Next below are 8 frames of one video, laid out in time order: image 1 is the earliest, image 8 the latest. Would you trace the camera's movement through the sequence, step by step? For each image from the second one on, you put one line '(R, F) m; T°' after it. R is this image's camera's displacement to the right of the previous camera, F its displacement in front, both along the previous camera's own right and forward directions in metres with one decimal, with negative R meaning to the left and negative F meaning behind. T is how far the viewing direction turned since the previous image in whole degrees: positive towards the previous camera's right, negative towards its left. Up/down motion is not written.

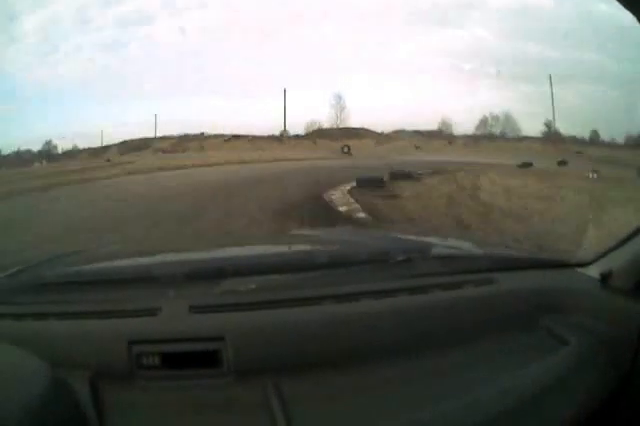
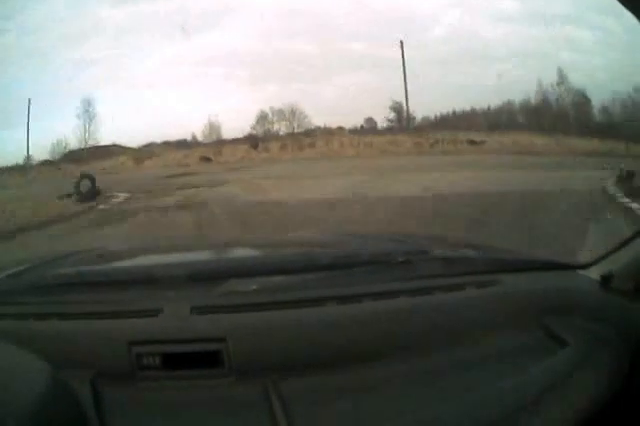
(+1.1, +15.1) m; -8°
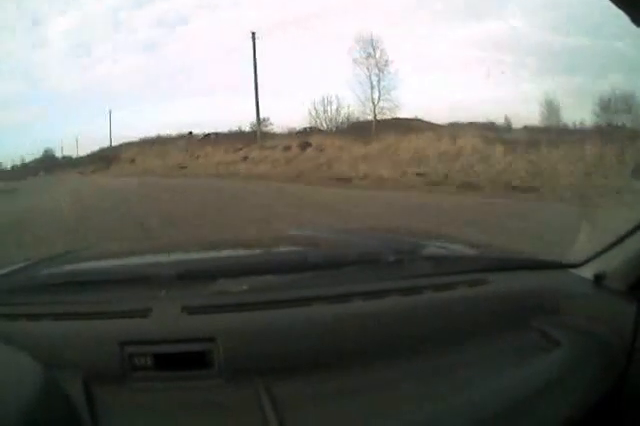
(-4.9, +16.4) m; -30°
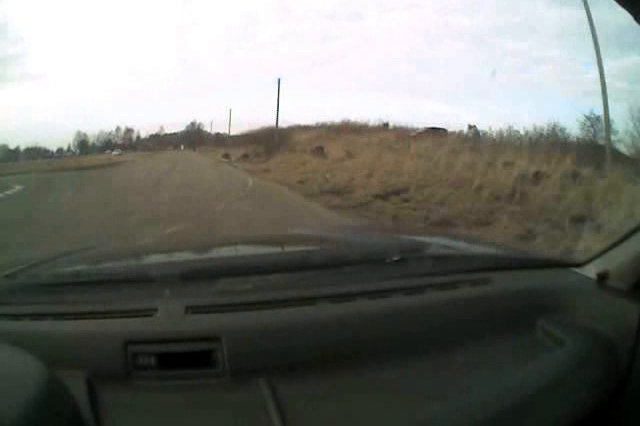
(-2.1, +17.6) m; -11°
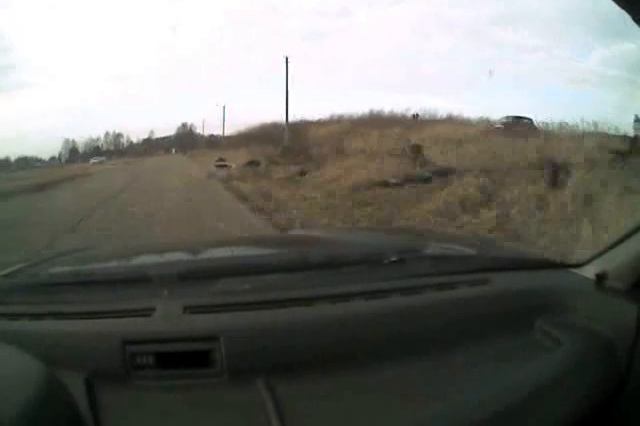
(-0.6, +10.5) m; -9°
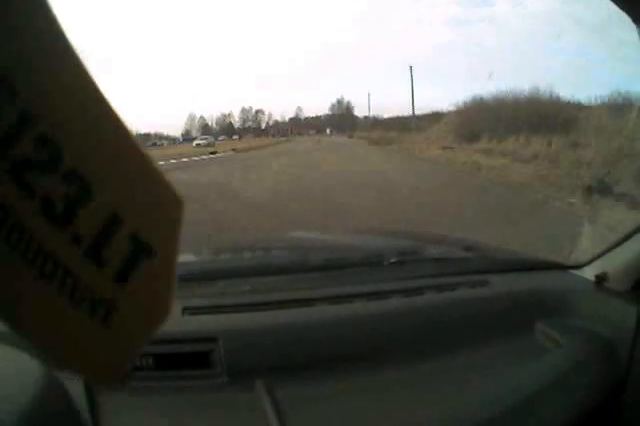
(-5.4, +24.0) m; -41°
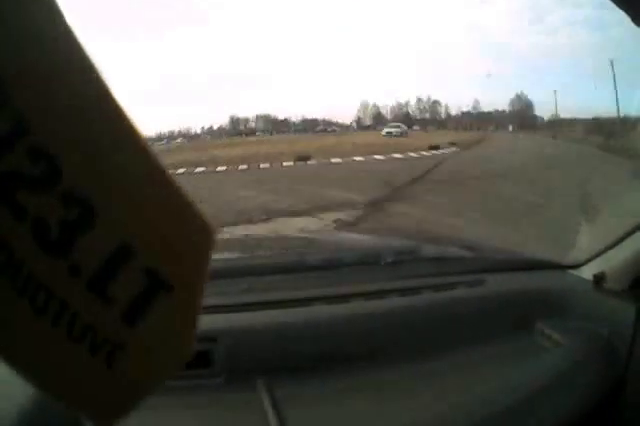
(-3.6, +9.8) m; -18°
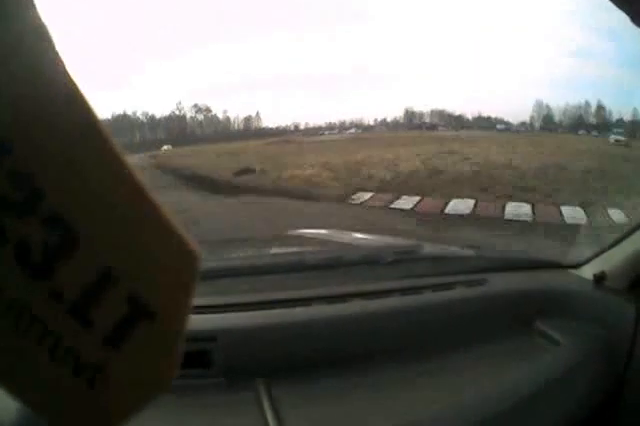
(-2.0, +11.5) m; -11°
